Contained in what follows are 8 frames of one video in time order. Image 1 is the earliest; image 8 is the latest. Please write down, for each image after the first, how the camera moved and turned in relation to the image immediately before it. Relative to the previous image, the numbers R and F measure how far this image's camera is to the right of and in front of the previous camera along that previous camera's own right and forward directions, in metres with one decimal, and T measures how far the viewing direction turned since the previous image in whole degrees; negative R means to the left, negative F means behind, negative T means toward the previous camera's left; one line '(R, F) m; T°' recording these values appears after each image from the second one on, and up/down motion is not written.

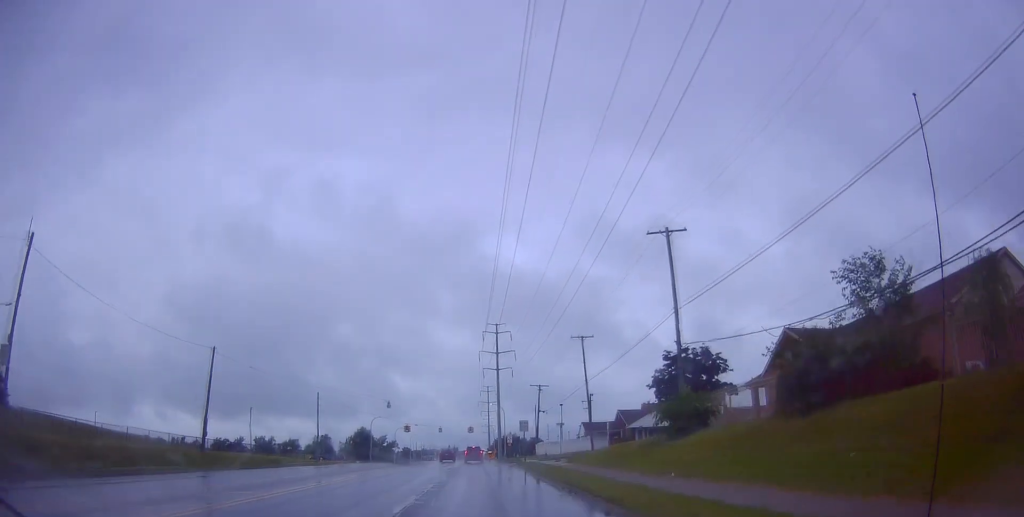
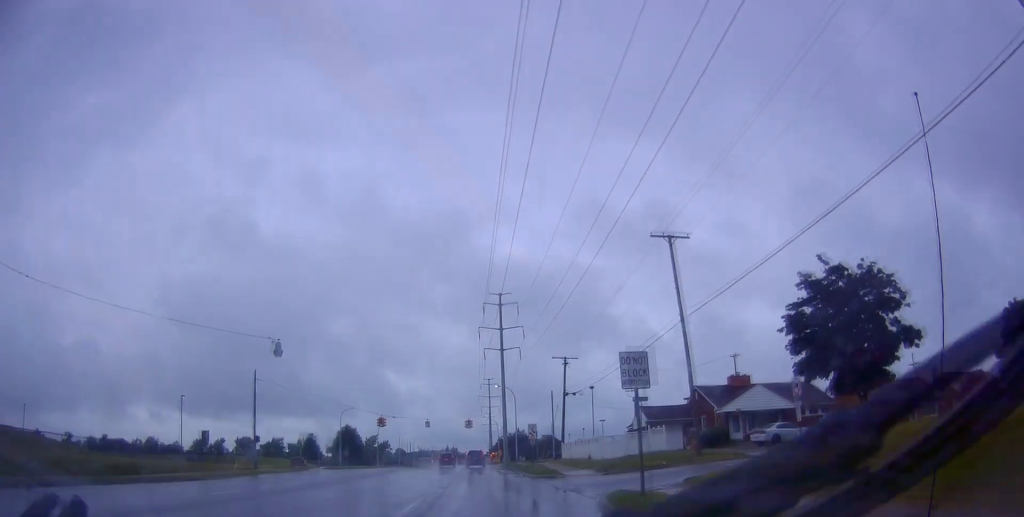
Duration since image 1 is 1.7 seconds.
(+0.3, +29.7) m; +1°
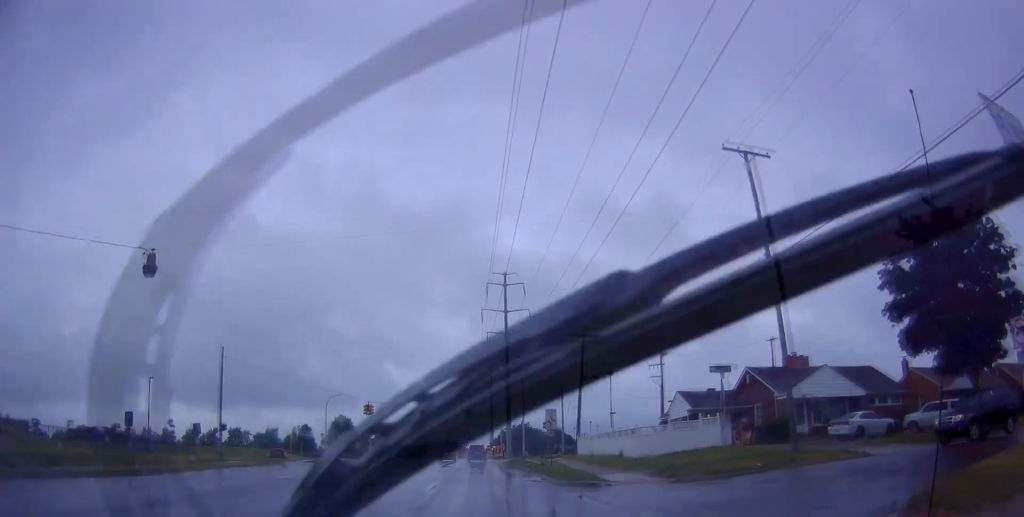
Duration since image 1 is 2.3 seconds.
(0.0, +10.3) m; 0°
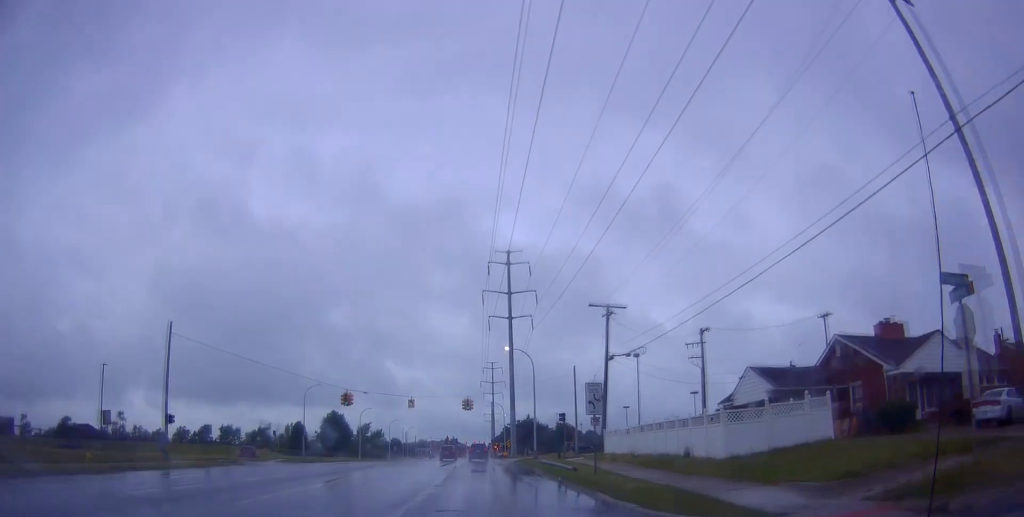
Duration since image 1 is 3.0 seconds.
(+0.1, +11.9) m; 0°
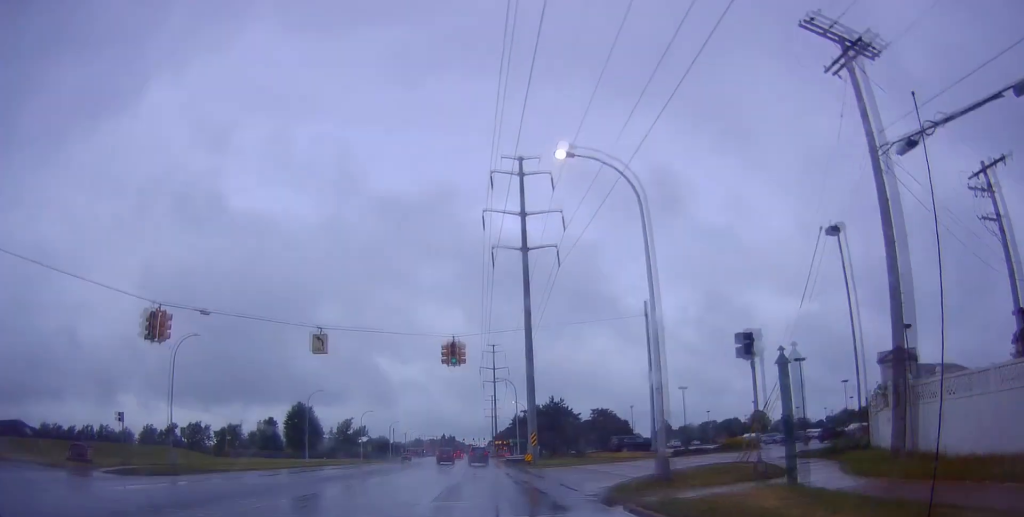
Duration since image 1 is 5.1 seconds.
(-0.7, +35.8) m; -2°
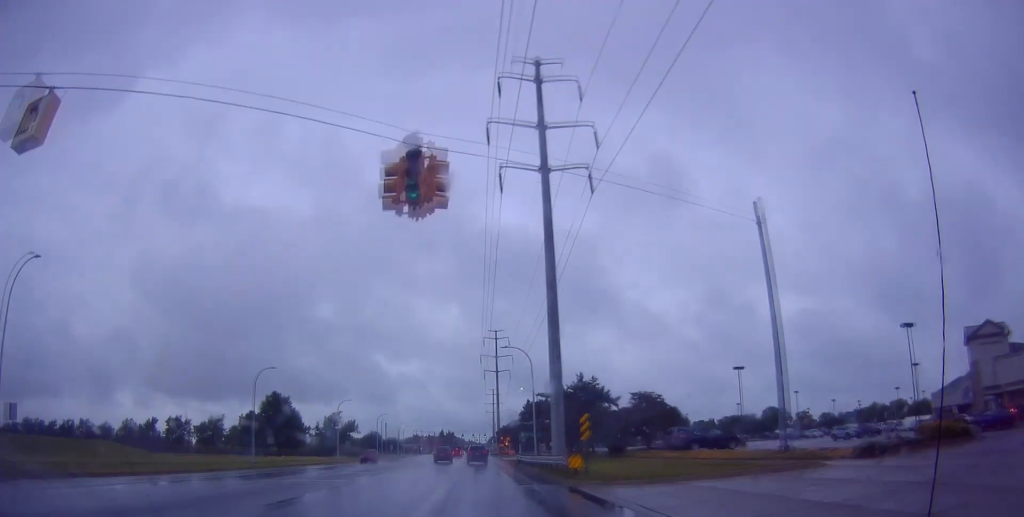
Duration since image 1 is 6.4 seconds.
(0.0, +20.3) m; +1°
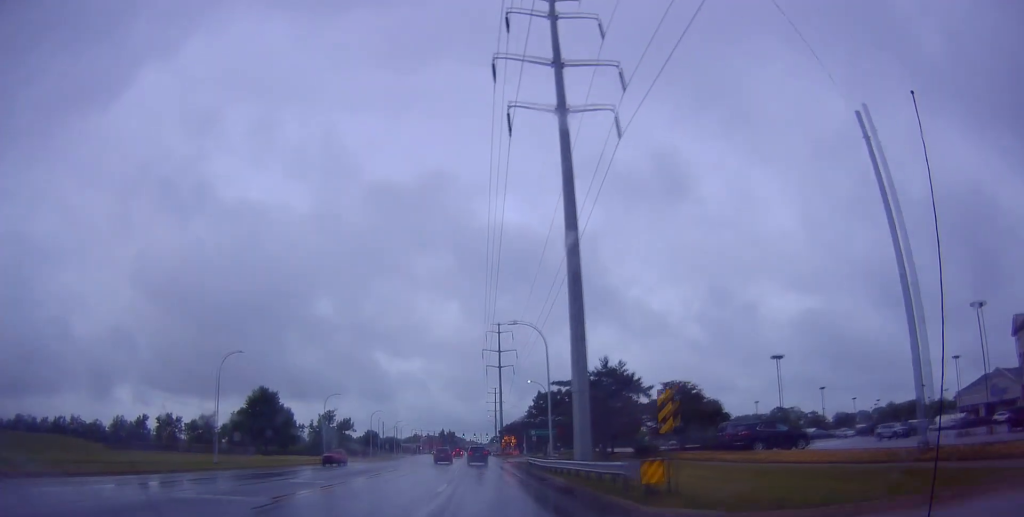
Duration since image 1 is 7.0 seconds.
(+0.2, +9.7) m; 0°
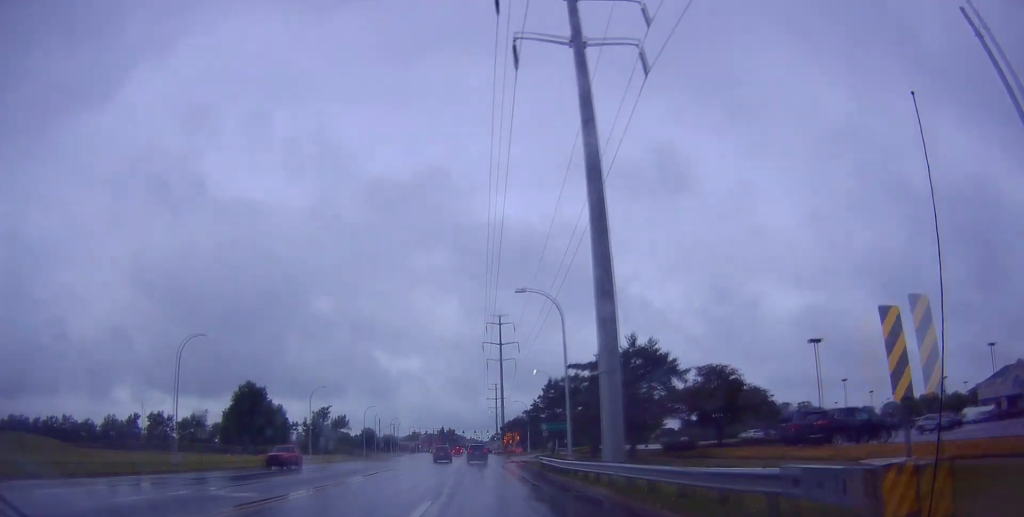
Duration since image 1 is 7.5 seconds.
(+0.2, +8.1) m; 0°
